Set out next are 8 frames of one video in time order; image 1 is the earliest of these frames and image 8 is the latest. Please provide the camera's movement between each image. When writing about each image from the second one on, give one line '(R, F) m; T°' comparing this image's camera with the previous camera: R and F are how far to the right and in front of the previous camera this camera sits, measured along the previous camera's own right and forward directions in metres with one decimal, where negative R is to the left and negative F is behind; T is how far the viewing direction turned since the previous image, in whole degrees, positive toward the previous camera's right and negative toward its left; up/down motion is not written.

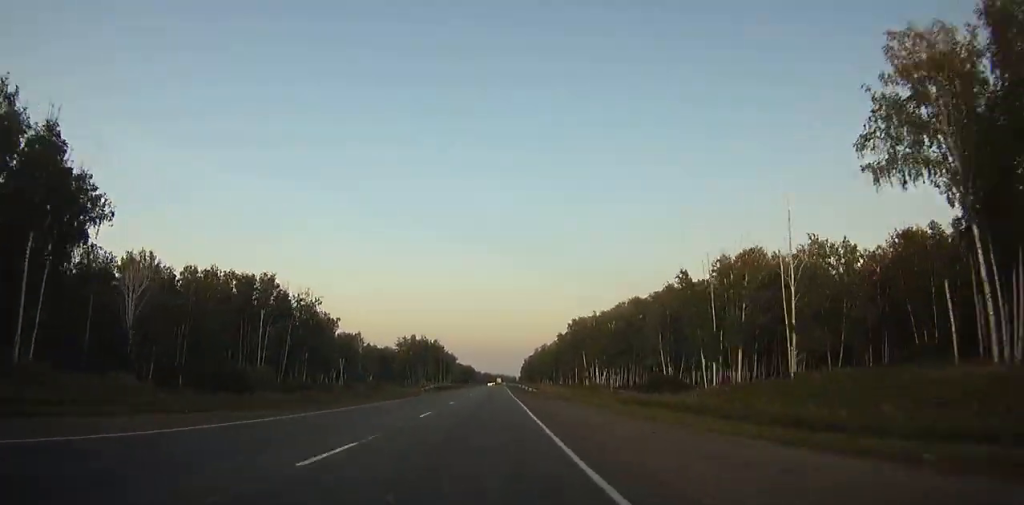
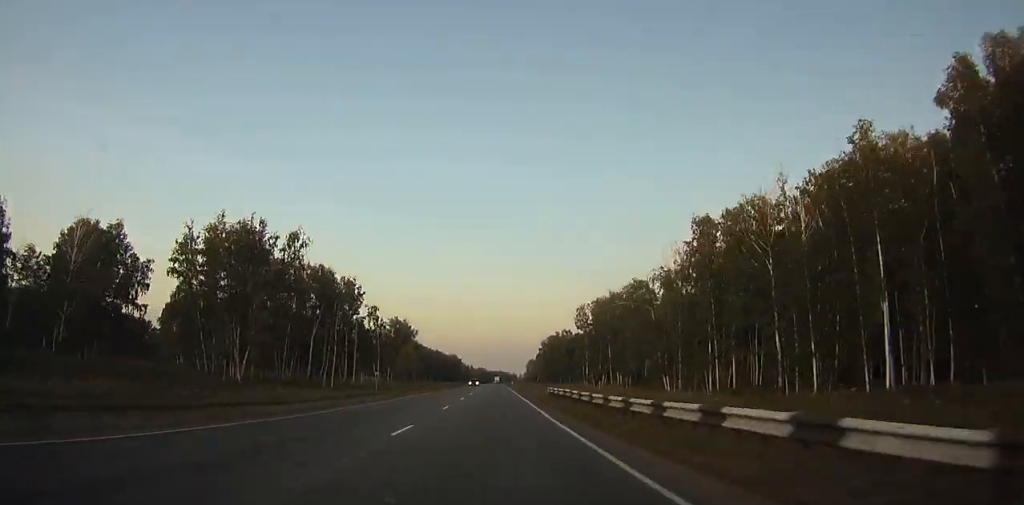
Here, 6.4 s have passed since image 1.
(+6.0, +163.6) m; +11°
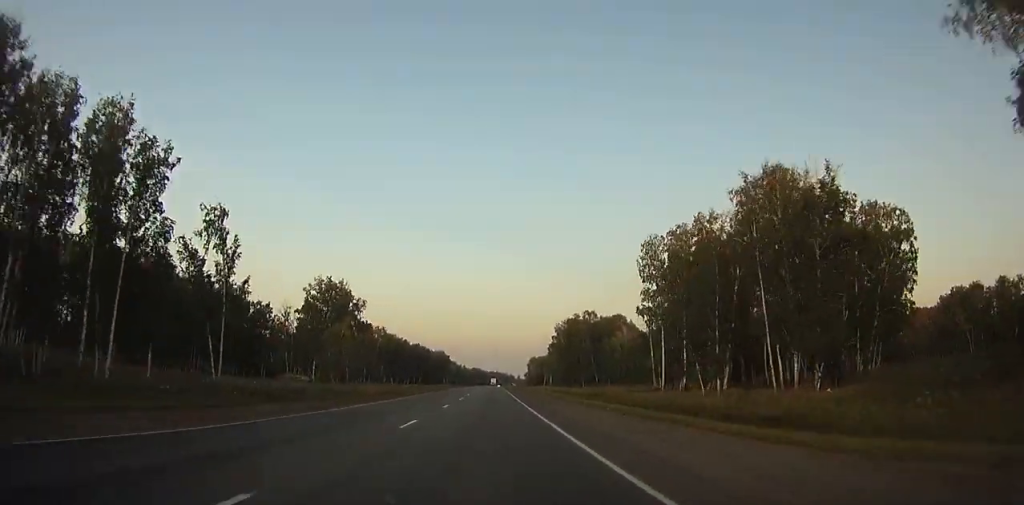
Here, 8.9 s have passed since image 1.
(+1.5, +76.9) m; -1°
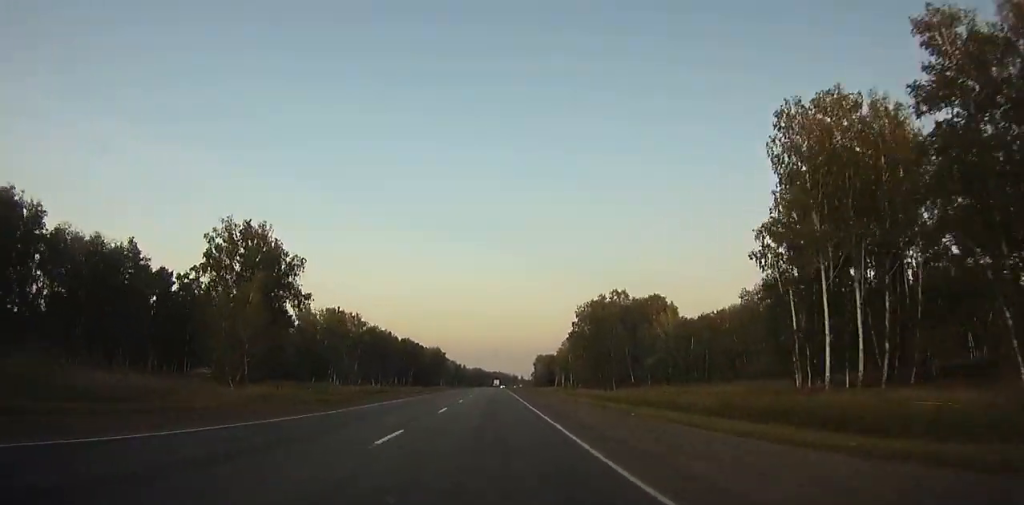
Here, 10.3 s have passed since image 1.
(-1.5, +43.3) m; -3°
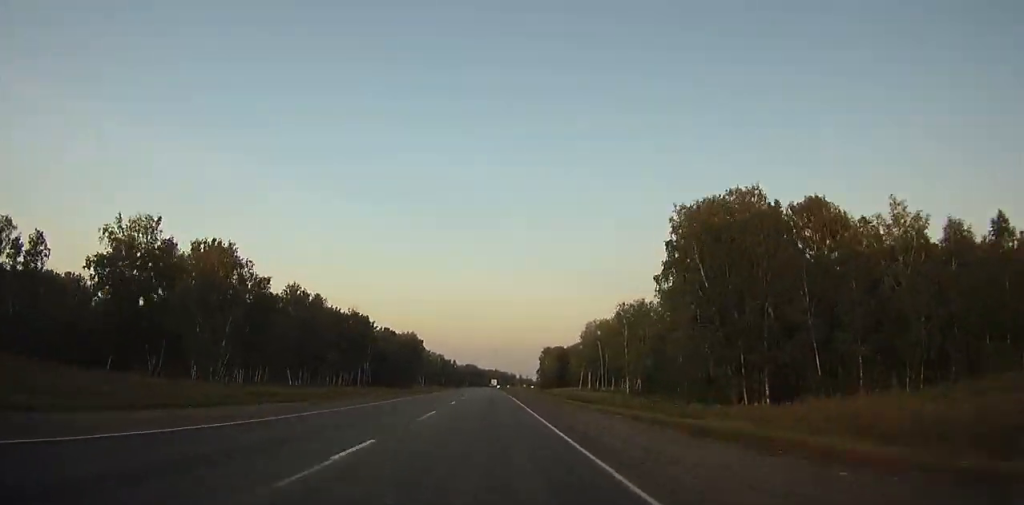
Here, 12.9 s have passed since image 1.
(-1.4, +78.4) m; -1°
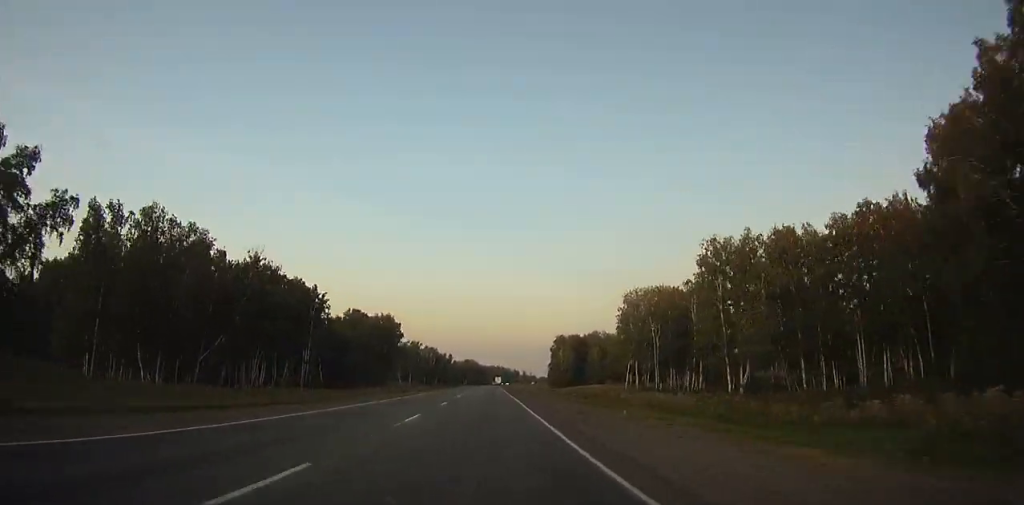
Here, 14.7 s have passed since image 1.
(-0.1, +53.2) m; 0°
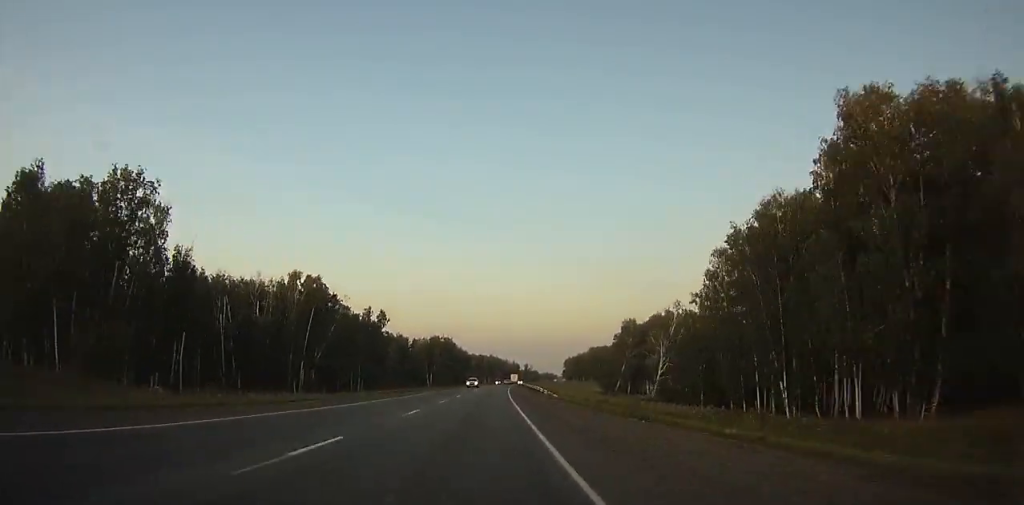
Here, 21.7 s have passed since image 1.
(+0.3, +200.5) m; +1°
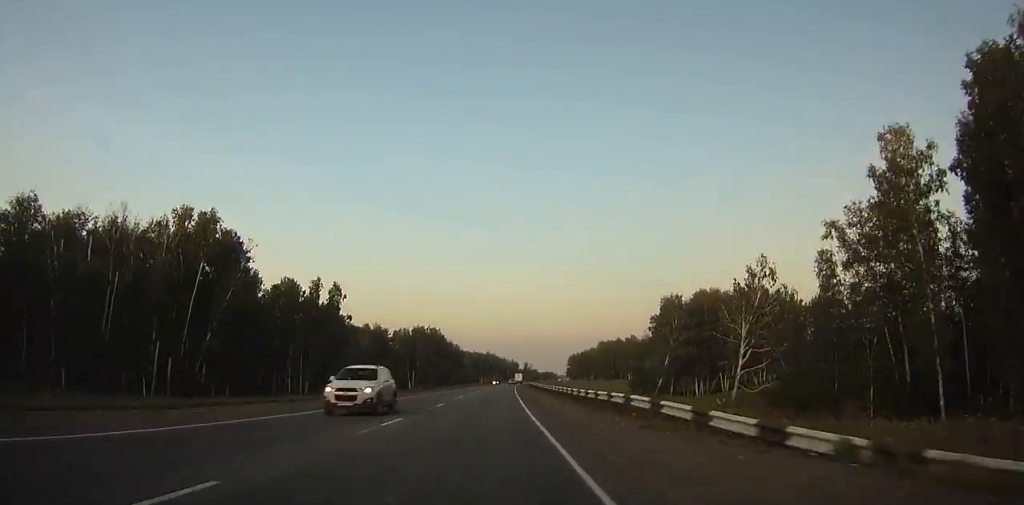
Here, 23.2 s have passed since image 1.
(+0.2, +41.6) m; +1°
